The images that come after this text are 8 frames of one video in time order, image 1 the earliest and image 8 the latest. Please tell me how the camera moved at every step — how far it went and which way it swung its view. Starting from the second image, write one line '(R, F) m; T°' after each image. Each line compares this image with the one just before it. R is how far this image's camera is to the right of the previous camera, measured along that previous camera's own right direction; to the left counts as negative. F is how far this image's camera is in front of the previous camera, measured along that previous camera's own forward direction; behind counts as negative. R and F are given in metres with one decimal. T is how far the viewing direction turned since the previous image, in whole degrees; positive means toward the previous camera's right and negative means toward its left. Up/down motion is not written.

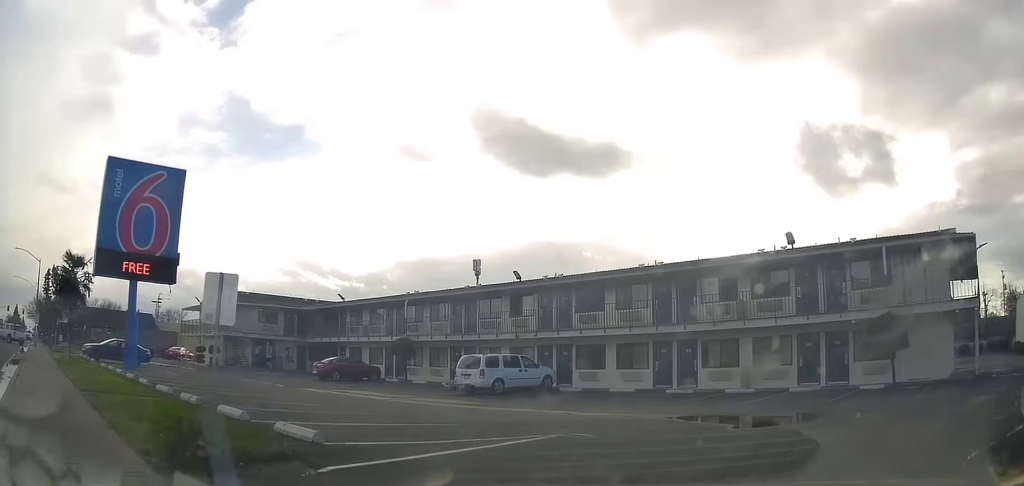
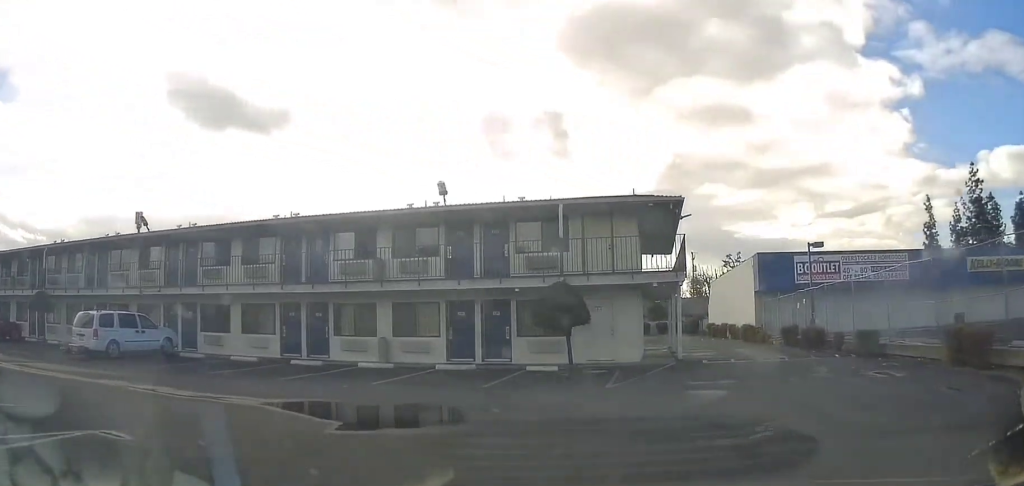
(+1.8, +3.7) m; +27°
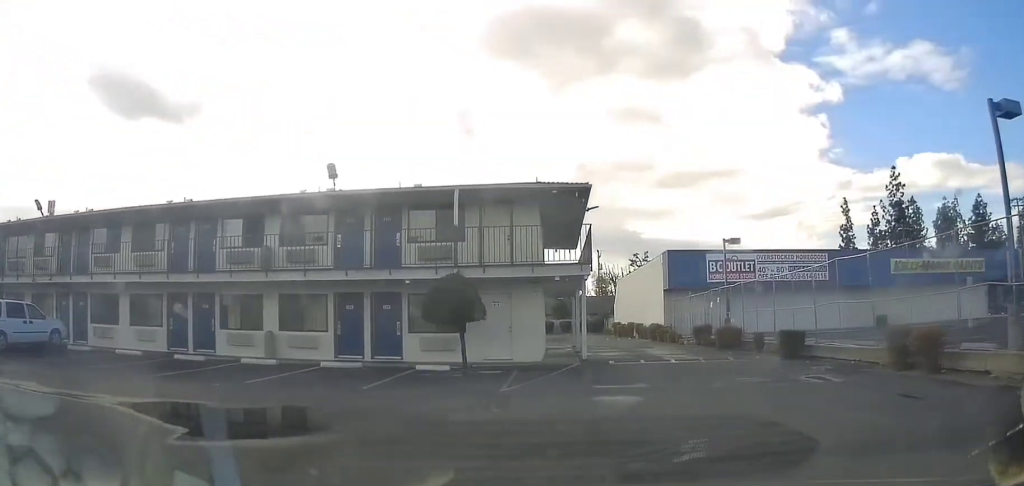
(-0.3, +1.1) m; +4°
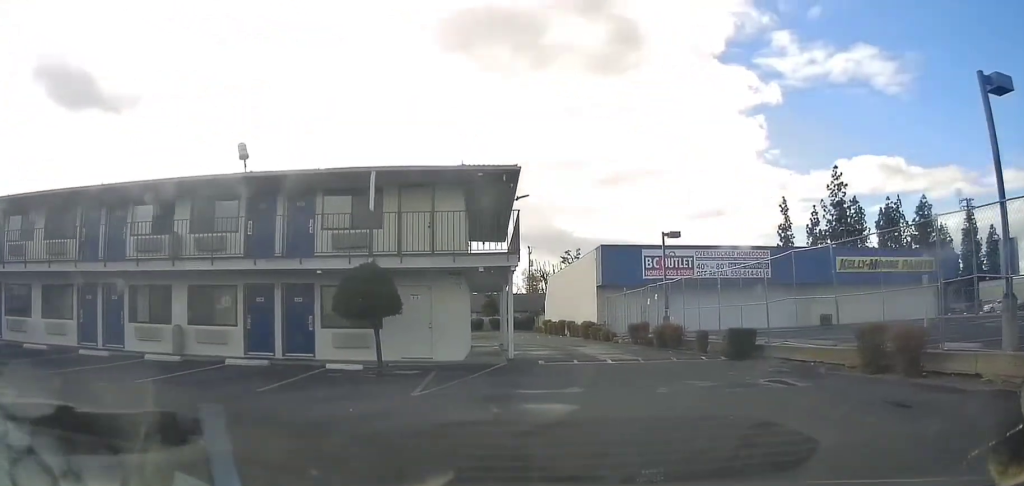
(+0.2, +1.4) m; +5°
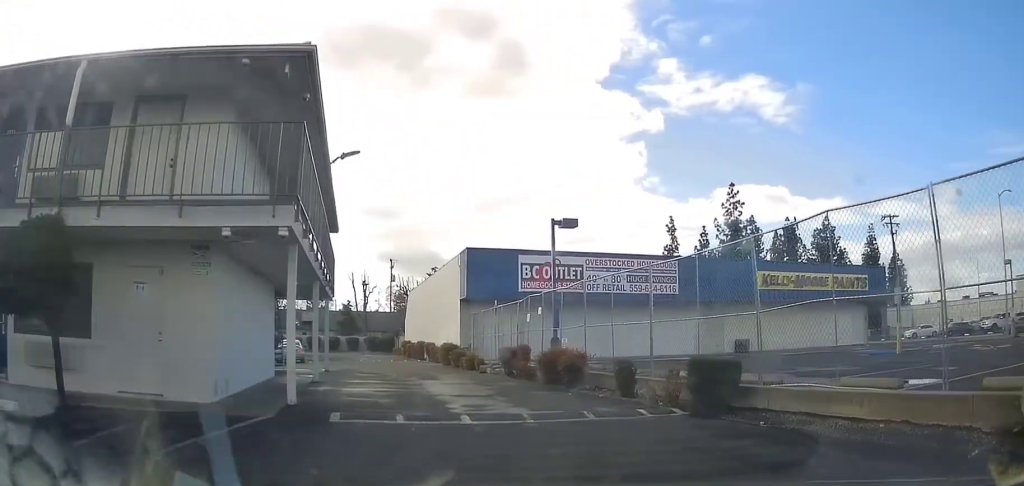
(+0.8, +6.7) m; +7°
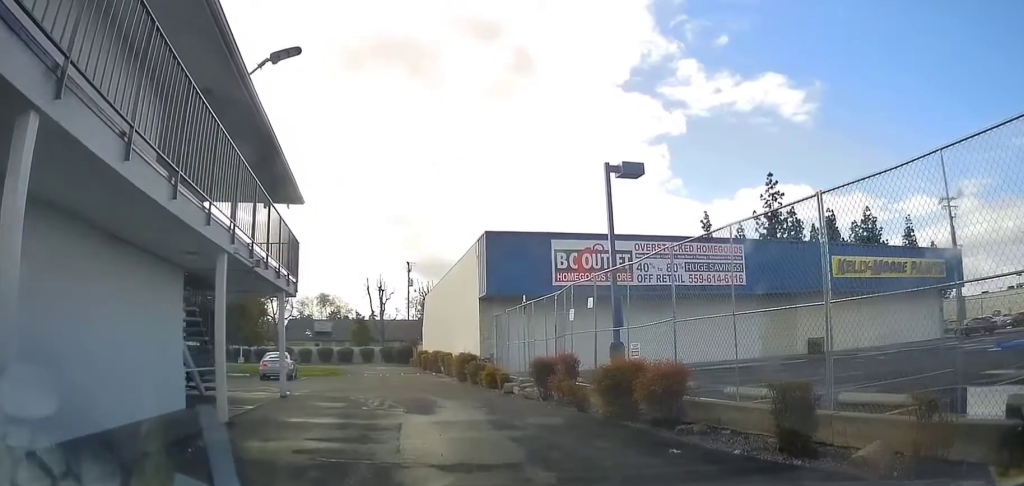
(+0.4, +6.7) m; +2°
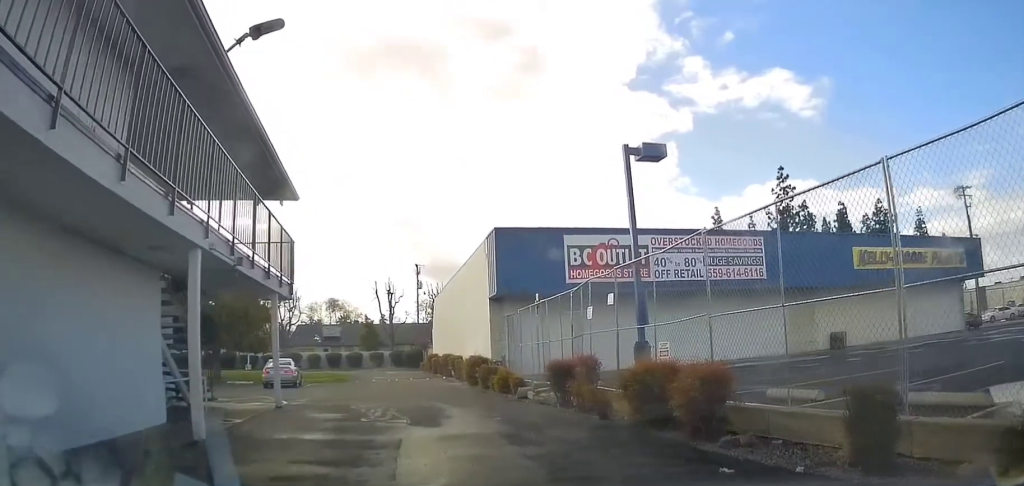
(+0.1, +1.9) m; -2°
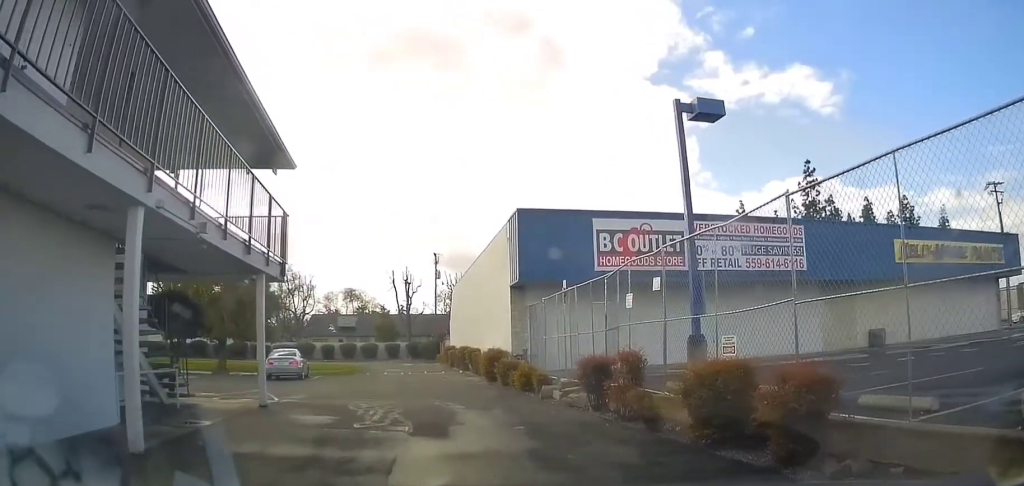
(-0.3, +2.6) m; -6°
